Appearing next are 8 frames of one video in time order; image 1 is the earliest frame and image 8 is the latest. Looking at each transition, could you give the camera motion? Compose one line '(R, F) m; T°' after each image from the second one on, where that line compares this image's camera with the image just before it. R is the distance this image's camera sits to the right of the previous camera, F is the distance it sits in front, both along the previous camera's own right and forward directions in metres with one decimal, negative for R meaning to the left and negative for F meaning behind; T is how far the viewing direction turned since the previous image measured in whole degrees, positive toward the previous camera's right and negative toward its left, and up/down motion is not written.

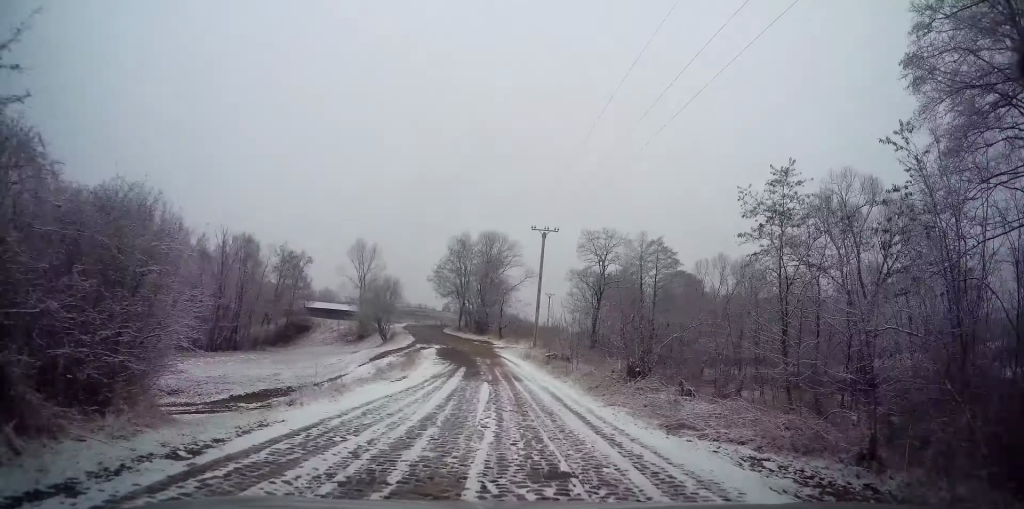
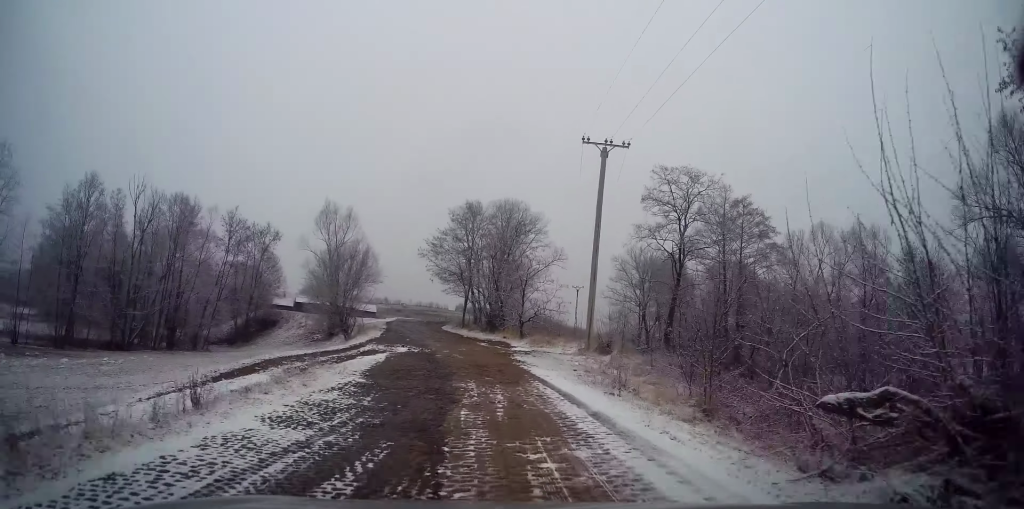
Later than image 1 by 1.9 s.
(-0.3, +20.5) m; -3°
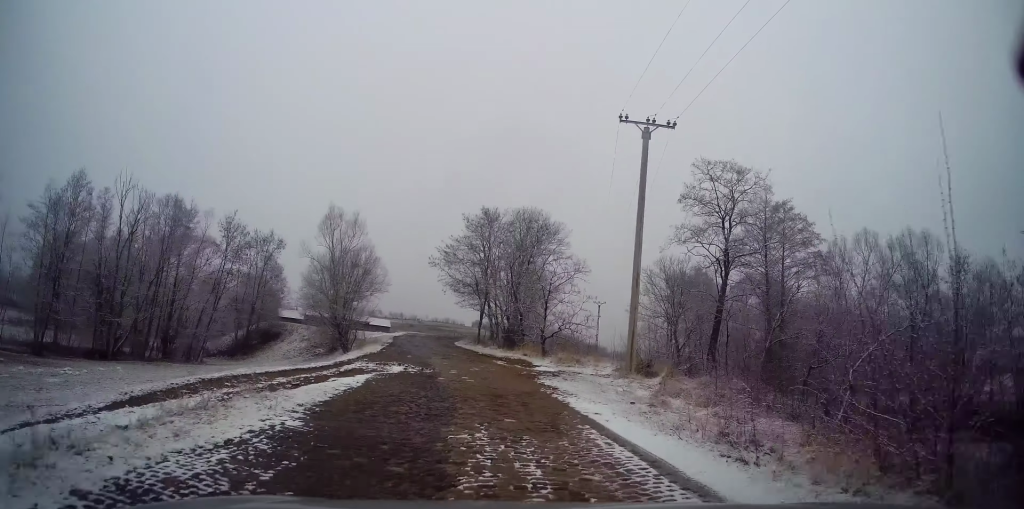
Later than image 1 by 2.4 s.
(+0.1, +4.9) m; -1°
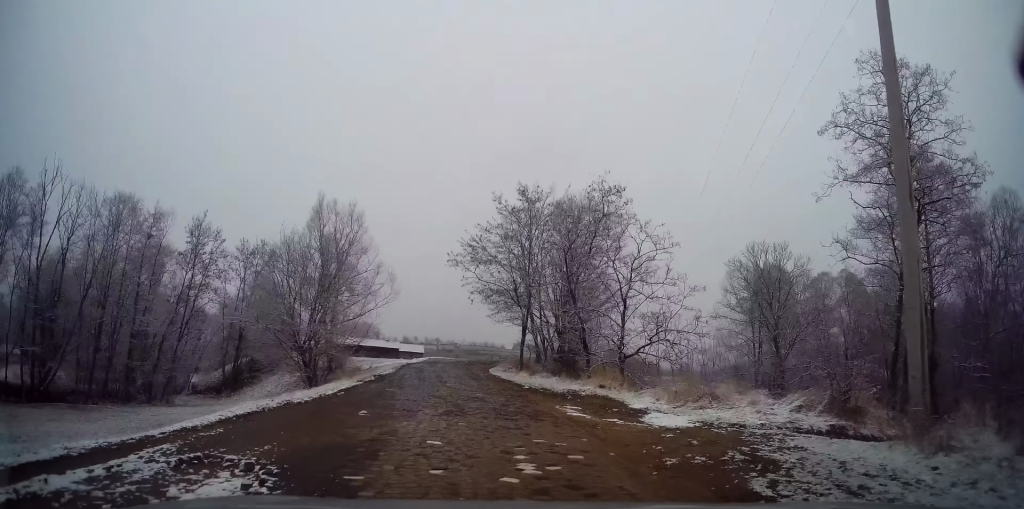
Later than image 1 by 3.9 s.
(-0.7, +13.6) m; -6°
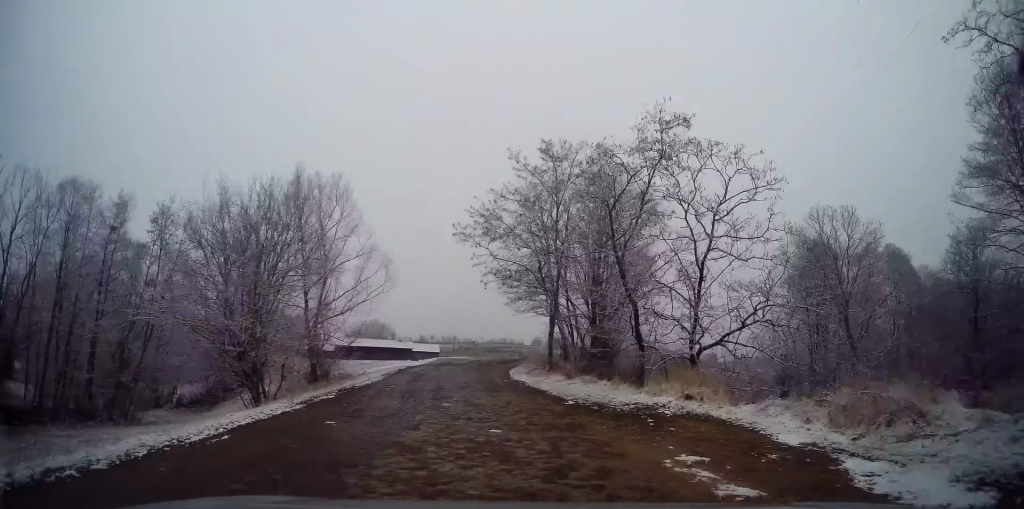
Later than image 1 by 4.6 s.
(0.0, +7.0) m; -2°
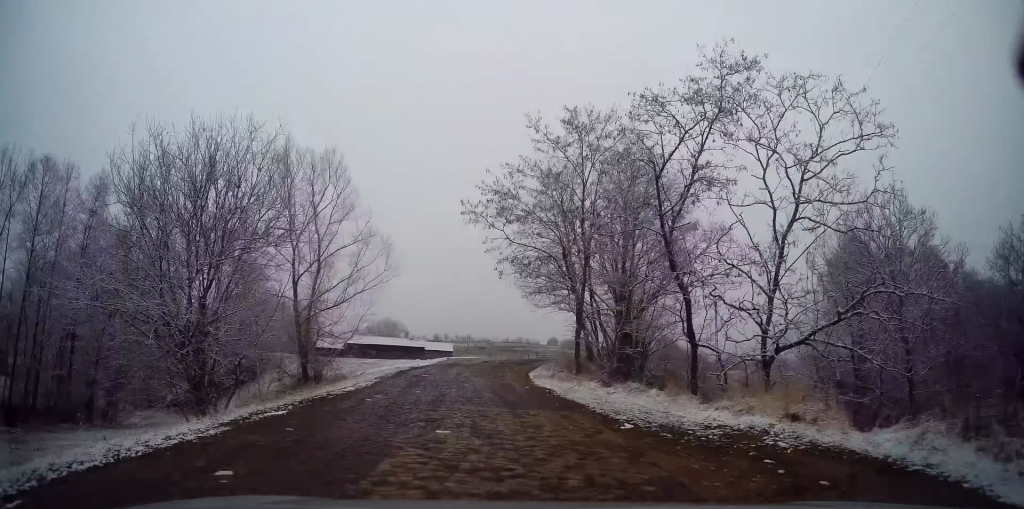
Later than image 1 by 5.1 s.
(-0.1, +3.9) m; -1°
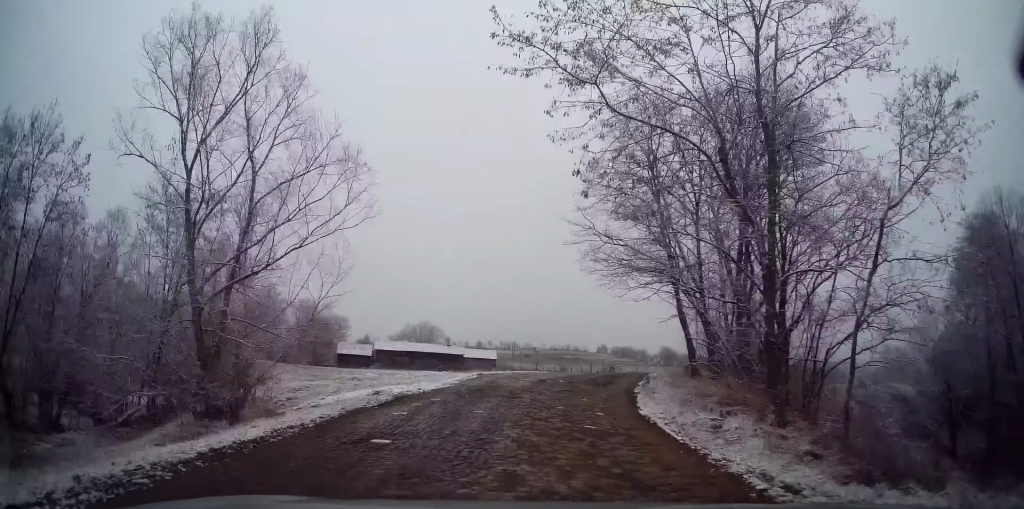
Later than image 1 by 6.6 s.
(-0.2, +13.3) m; -4°
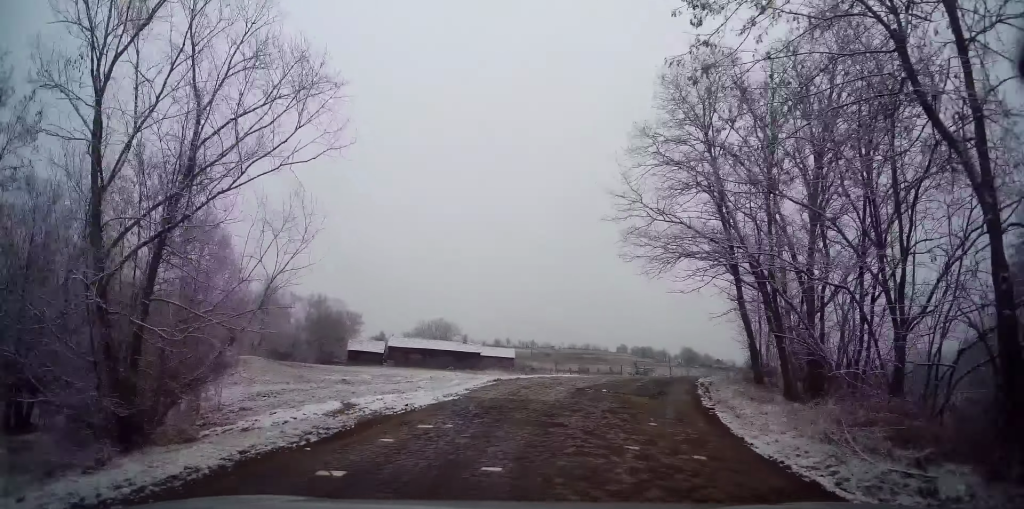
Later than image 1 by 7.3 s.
(-0.3, +4.9) m; -2°
